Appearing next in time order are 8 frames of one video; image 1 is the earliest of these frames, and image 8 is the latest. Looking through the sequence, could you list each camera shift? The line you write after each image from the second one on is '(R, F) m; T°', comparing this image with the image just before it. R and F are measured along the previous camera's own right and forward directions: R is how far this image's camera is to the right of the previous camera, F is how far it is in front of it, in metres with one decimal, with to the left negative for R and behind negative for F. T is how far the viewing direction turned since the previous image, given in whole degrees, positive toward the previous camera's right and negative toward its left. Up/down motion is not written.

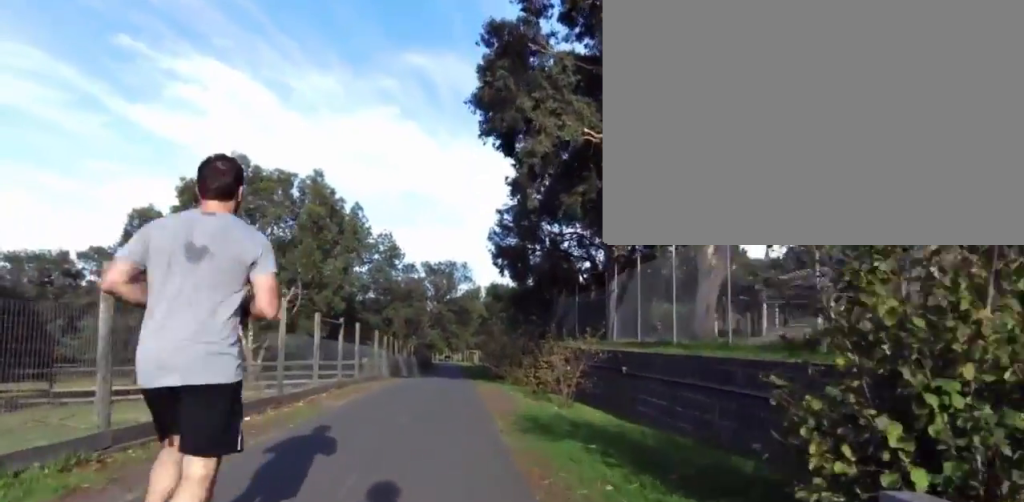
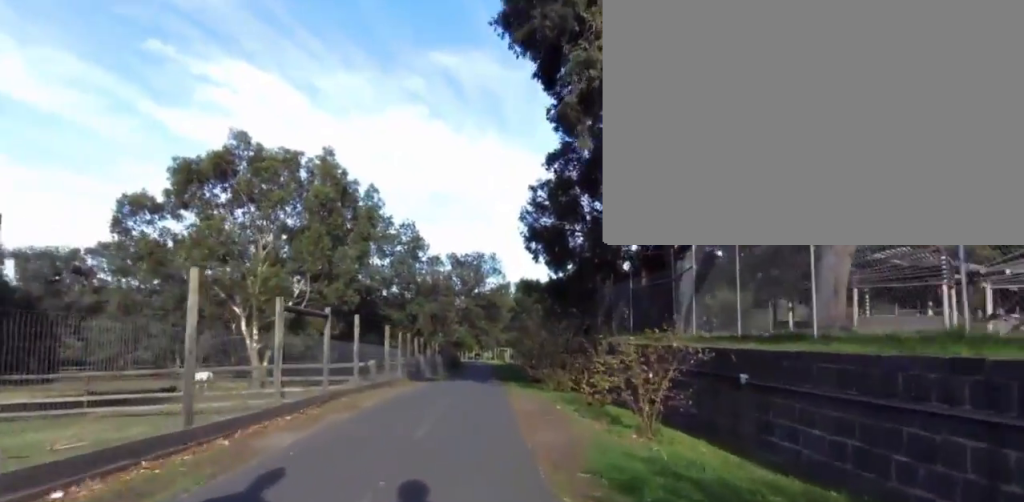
(+0.3, +4.9) m; -1°
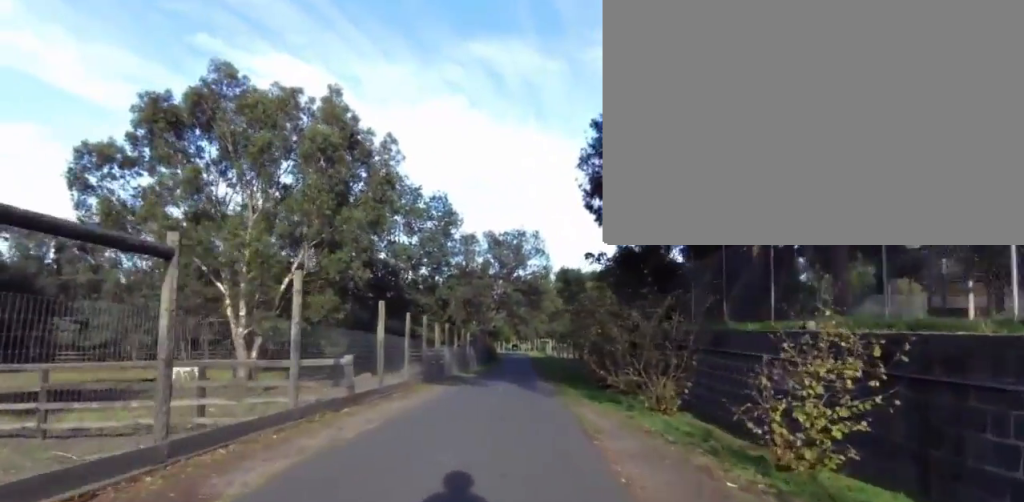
(-0.9, +8.1) m; 0°
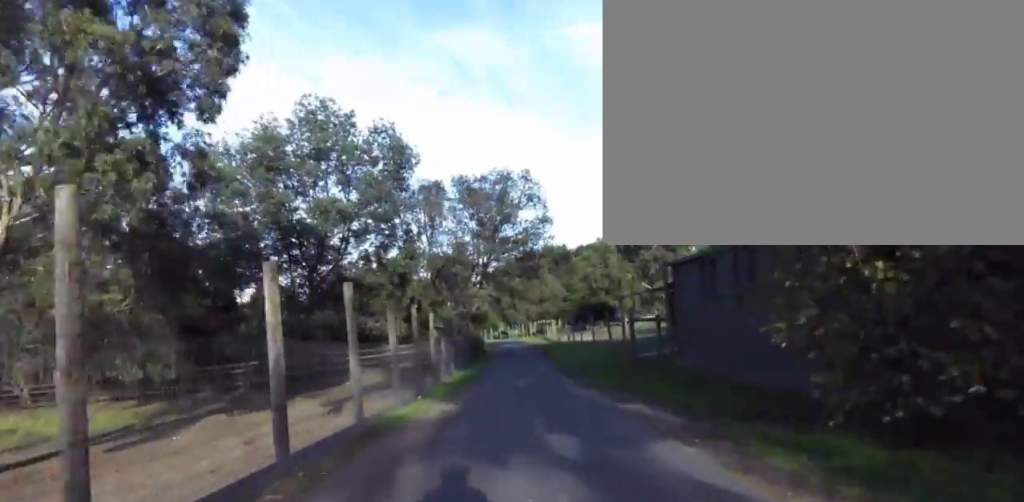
(+0.4, +16.1) m; +2°
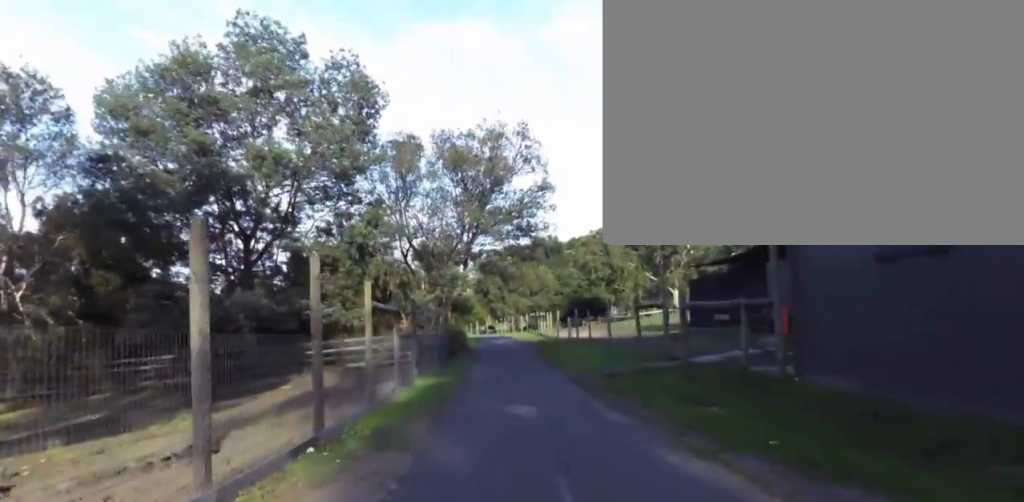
(+0.9, +7.6) m; -1°
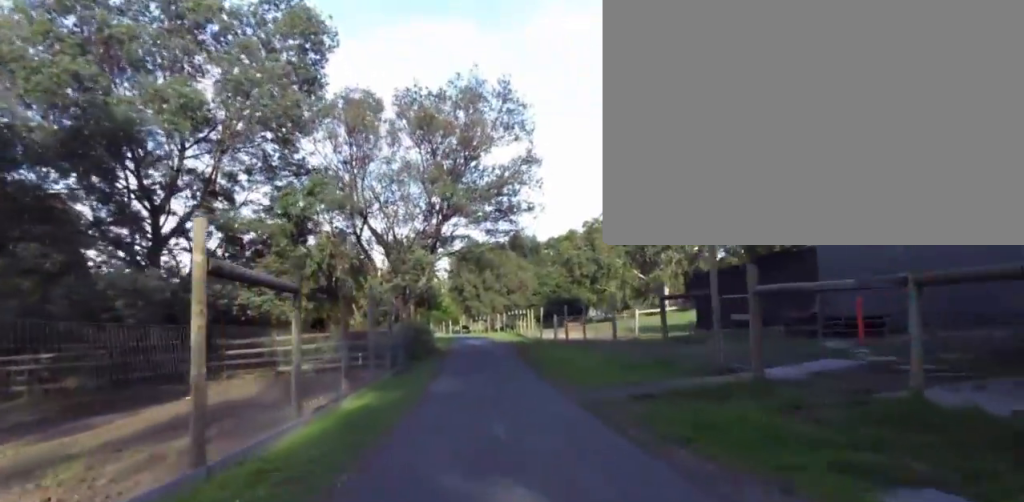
(-0.9, +5.5) m; -1°
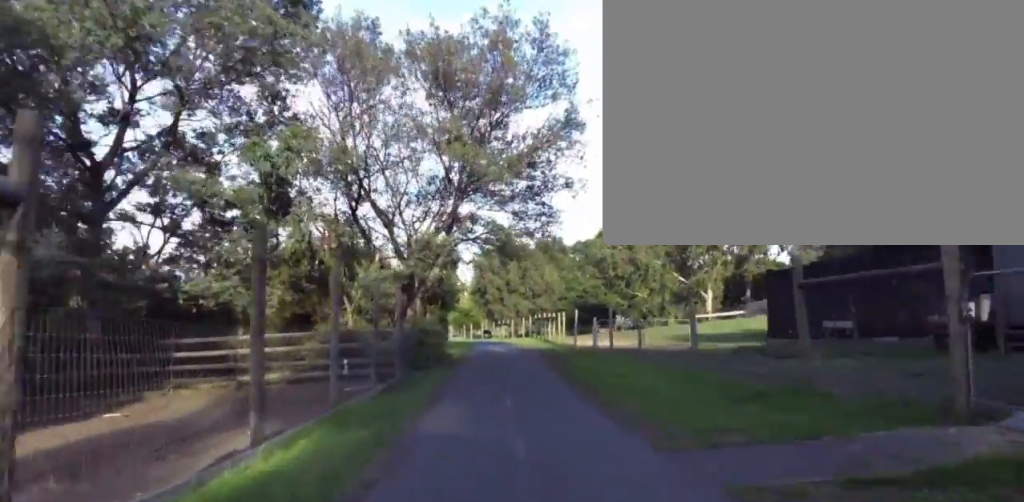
(-0.1, +5.2) m; 0°
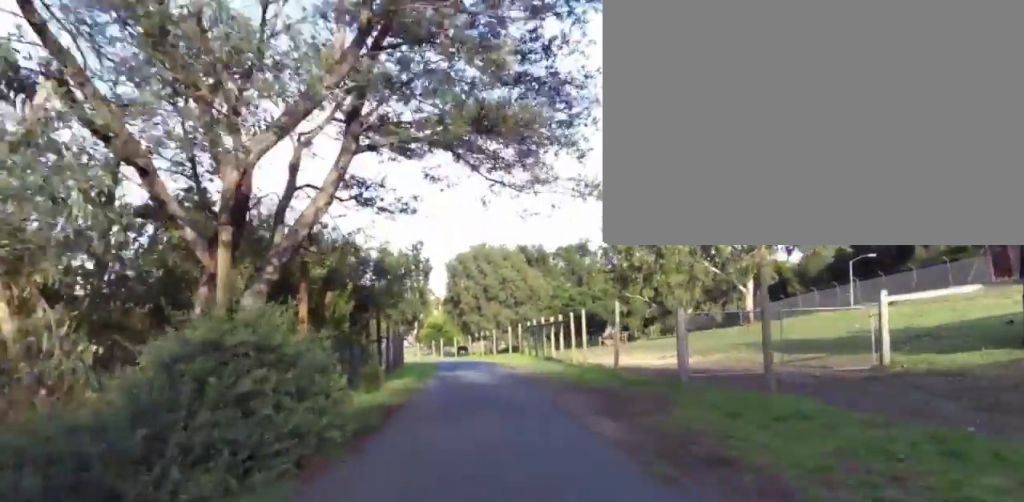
(+0.3, +12.8) m; +1°
